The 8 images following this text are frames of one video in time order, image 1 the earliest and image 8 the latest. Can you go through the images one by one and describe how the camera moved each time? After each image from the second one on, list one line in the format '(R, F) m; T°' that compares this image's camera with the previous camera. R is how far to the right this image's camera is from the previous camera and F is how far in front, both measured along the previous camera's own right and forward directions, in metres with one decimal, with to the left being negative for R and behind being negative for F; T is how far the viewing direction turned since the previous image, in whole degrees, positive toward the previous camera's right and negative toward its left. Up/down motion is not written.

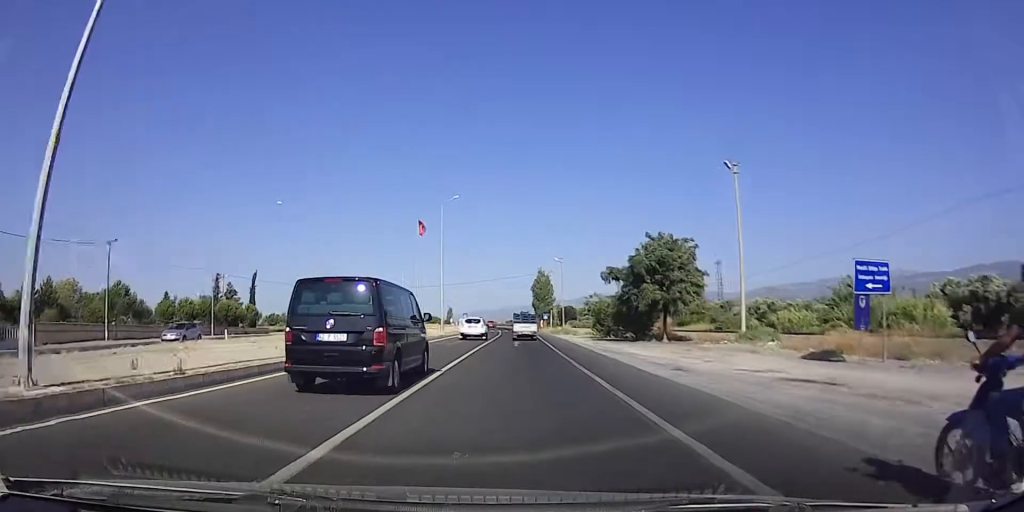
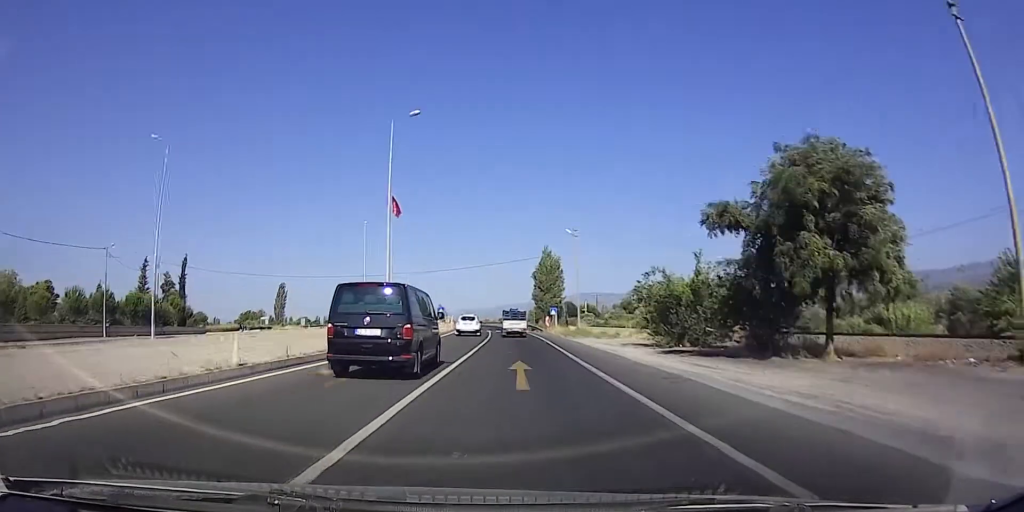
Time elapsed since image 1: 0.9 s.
(0.0, +17.8) m; 0°
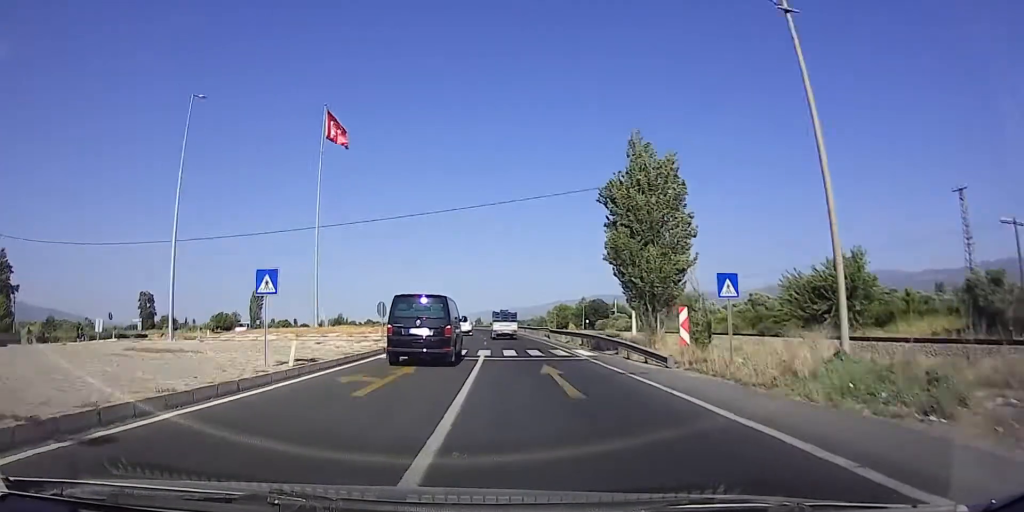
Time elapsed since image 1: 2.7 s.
(0.0, +33.2) m; 0°
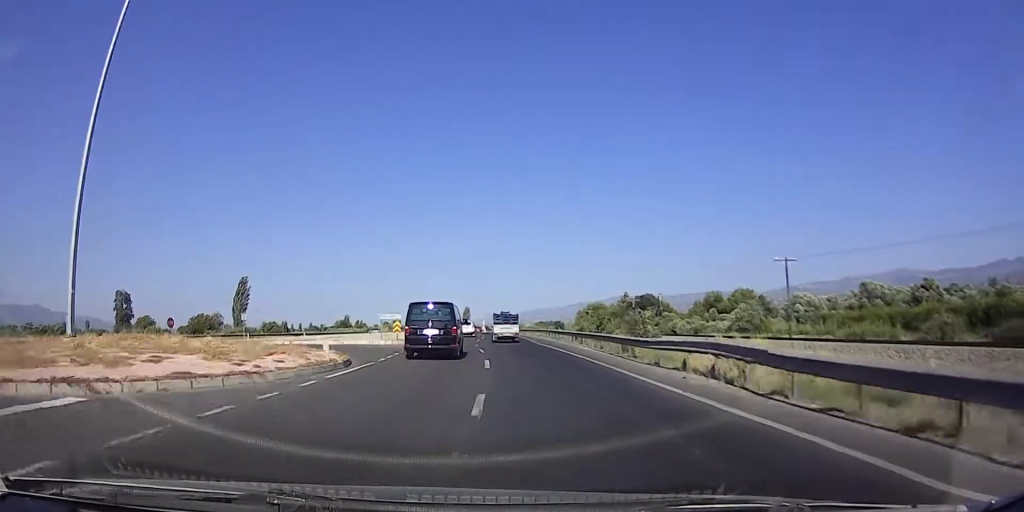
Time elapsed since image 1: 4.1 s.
(0.0, +31.1) m; 0°
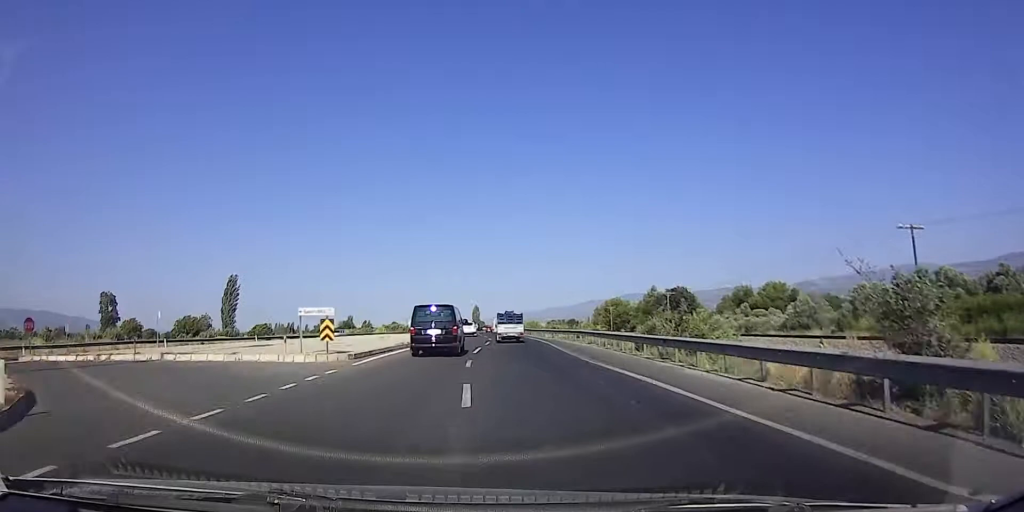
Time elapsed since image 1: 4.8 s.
(0.0, +16.4) m; 0°
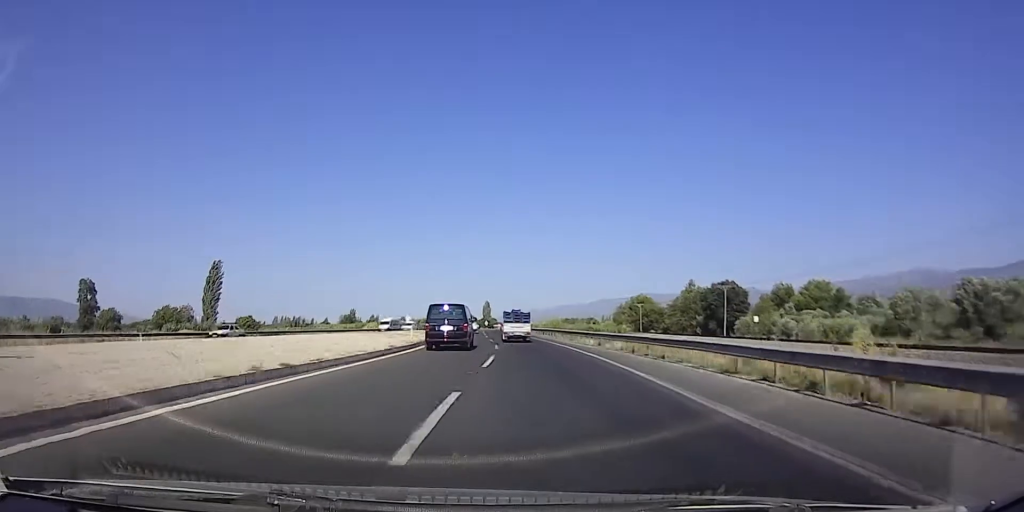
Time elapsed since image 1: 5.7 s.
(0.0, +20.1) m; 0°
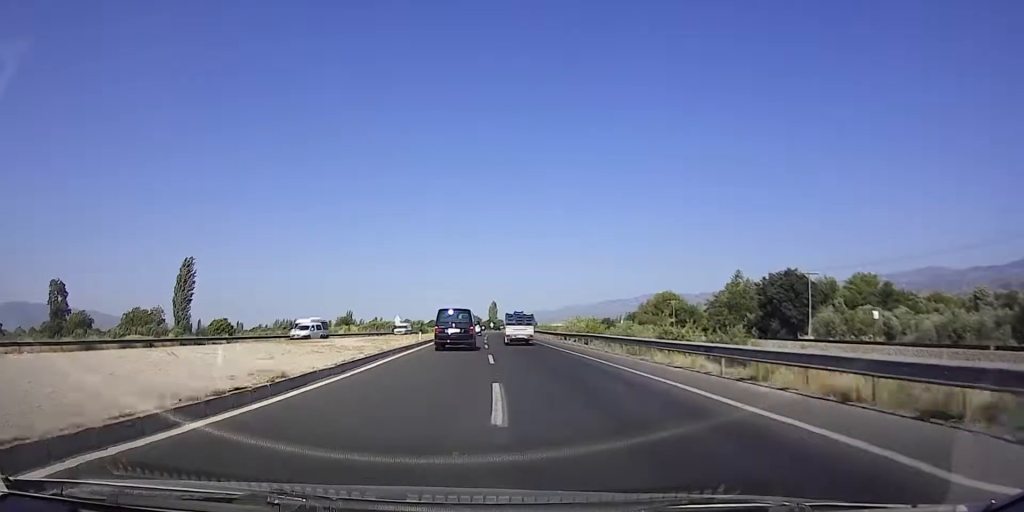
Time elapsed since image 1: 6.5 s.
(0.0, +20.5) m; 0°
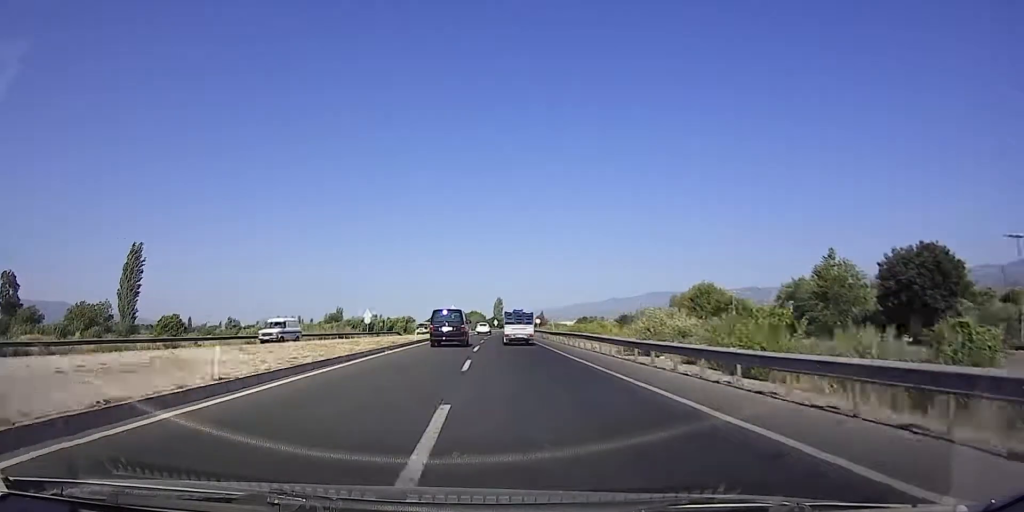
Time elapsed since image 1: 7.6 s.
(-0.4, +27.2) m; -3°
